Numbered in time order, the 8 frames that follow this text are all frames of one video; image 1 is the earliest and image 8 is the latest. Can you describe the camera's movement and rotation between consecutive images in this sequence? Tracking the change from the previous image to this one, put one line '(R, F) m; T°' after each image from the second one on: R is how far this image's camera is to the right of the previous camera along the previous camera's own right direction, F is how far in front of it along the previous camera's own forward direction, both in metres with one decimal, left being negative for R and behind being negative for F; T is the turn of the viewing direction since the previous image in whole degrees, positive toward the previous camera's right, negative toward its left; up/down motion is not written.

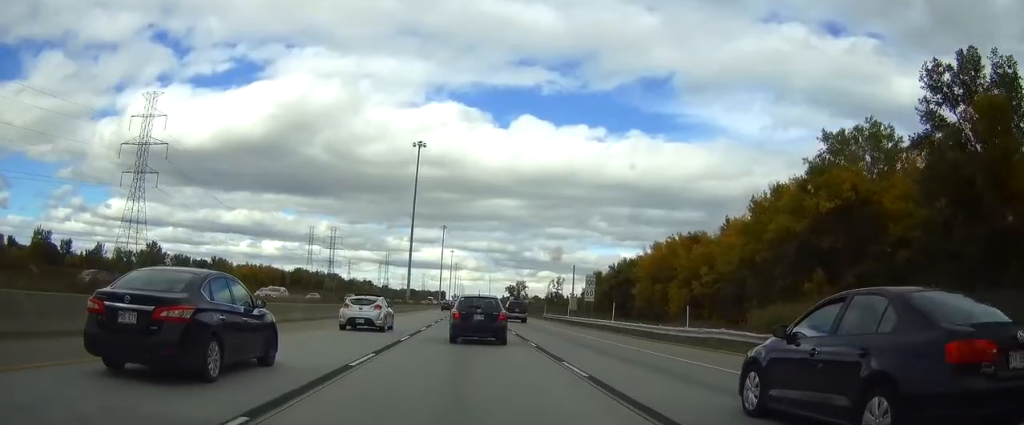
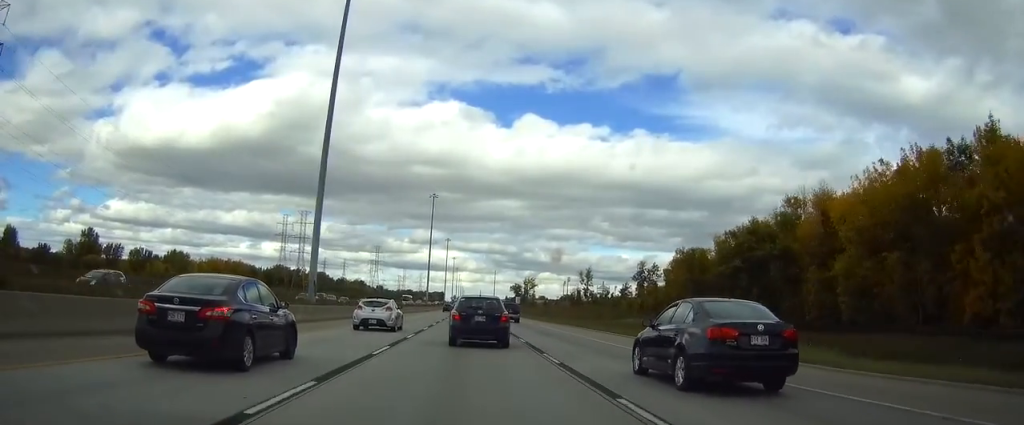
(-0.2, +77.8) m; 0°
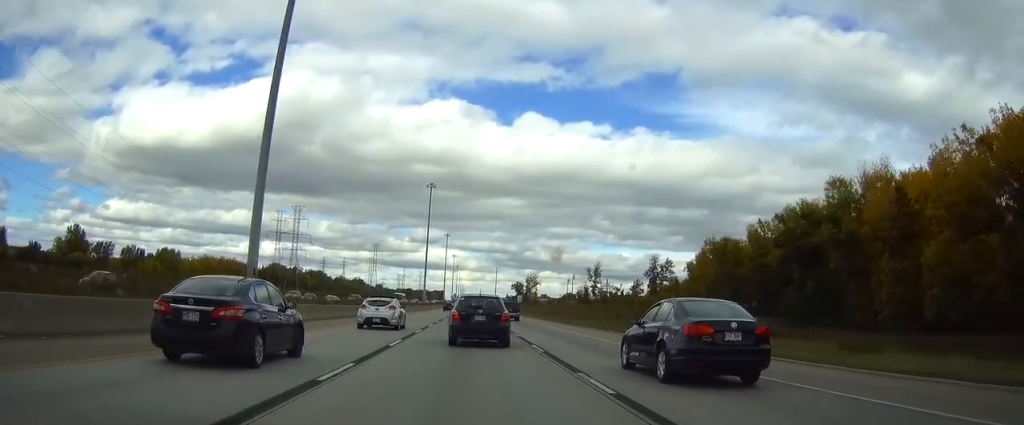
(+0.1, +14.5) m; 0°
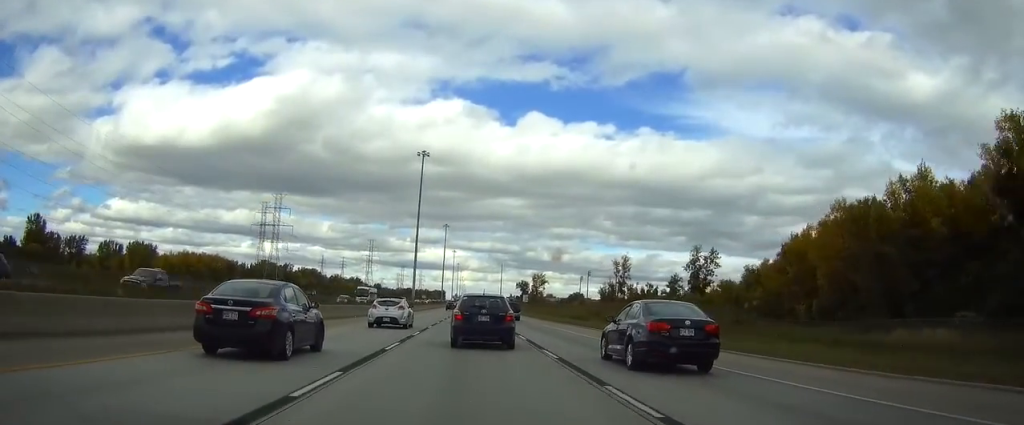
(-0.1, +37.7) m; 0°
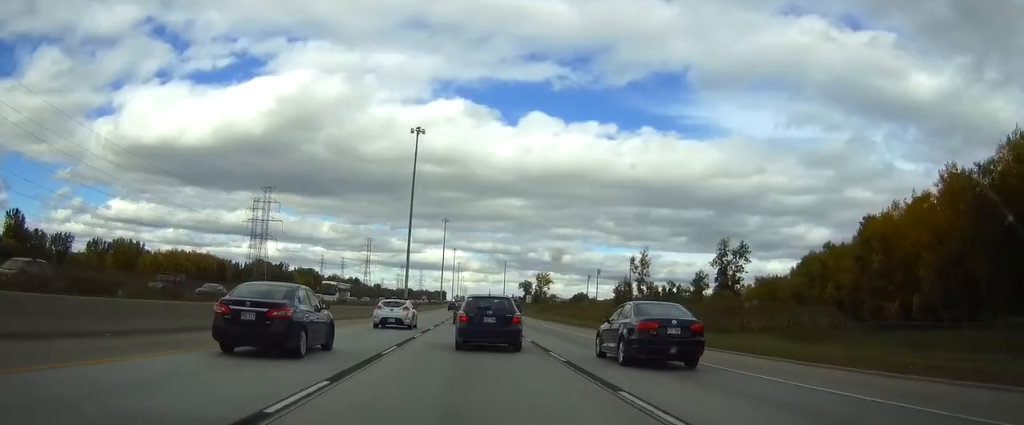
(0.0, +18.4) m; 0°
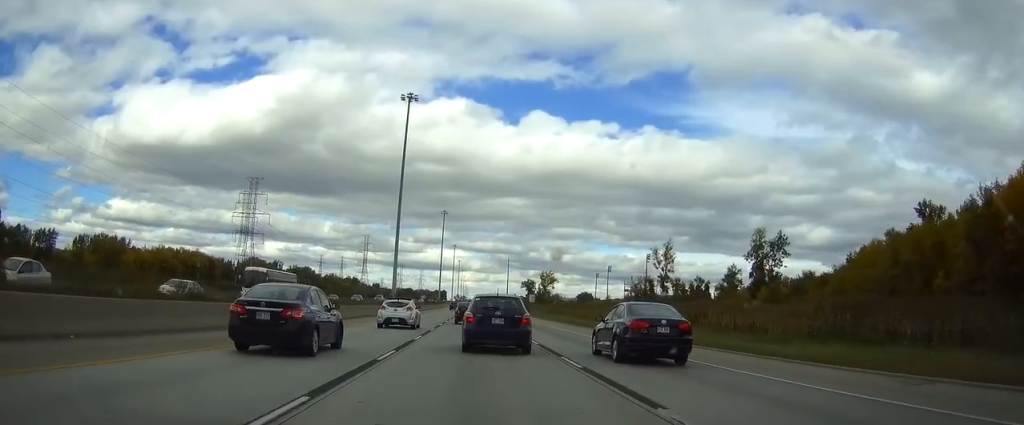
(0.0, +19.4) m; 0°
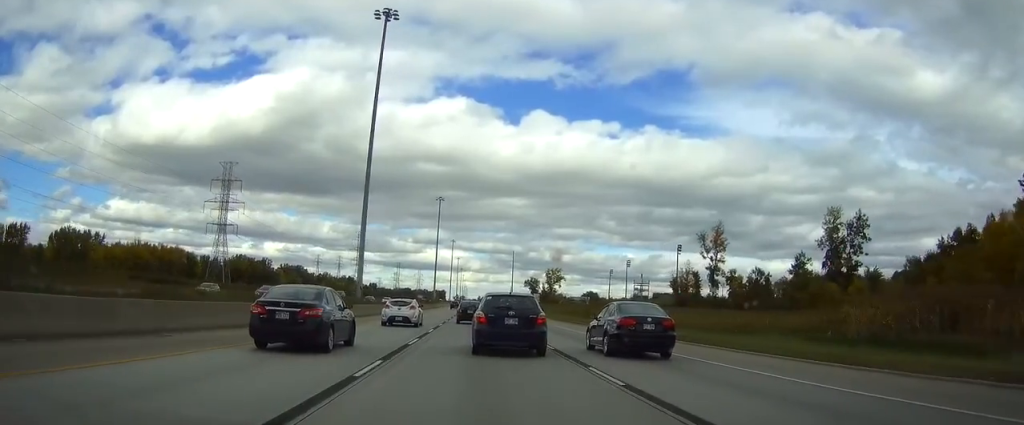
(0.0, +30.1) m; 0°
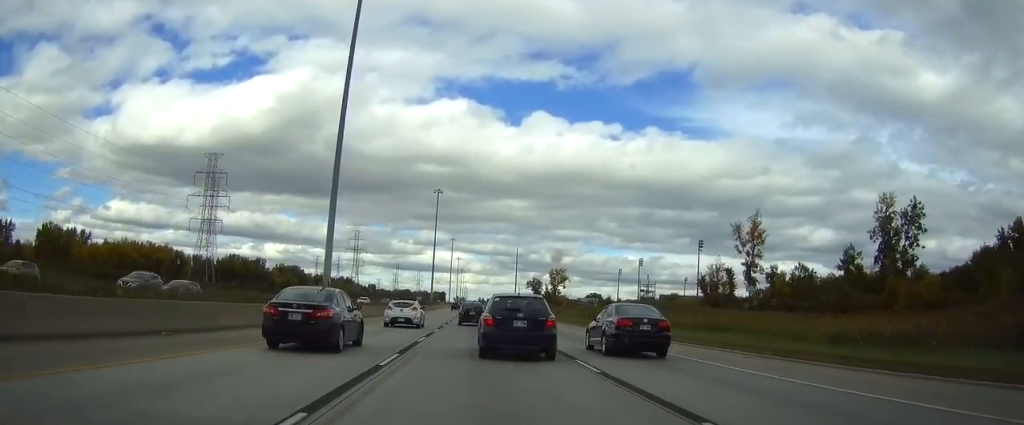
(0.0, +15.6) m; 0°
